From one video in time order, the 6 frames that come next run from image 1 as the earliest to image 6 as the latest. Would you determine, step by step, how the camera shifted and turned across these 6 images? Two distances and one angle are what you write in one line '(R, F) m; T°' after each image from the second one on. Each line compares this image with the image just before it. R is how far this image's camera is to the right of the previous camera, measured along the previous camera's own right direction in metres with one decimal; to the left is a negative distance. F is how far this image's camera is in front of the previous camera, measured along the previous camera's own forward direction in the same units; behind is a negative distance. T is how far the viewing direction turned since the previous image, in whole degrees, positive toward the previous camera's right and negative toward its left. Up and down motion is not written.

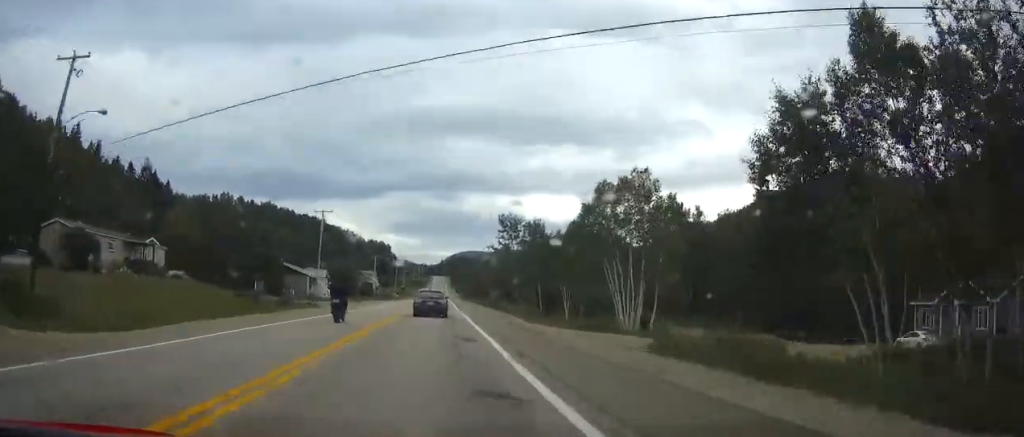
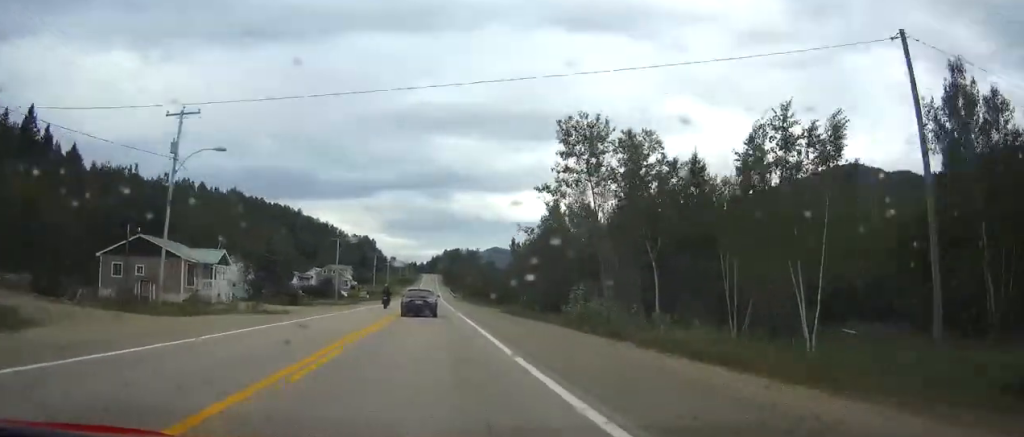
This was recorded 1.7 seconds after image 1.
(-0.1, +48.1) m; 0°
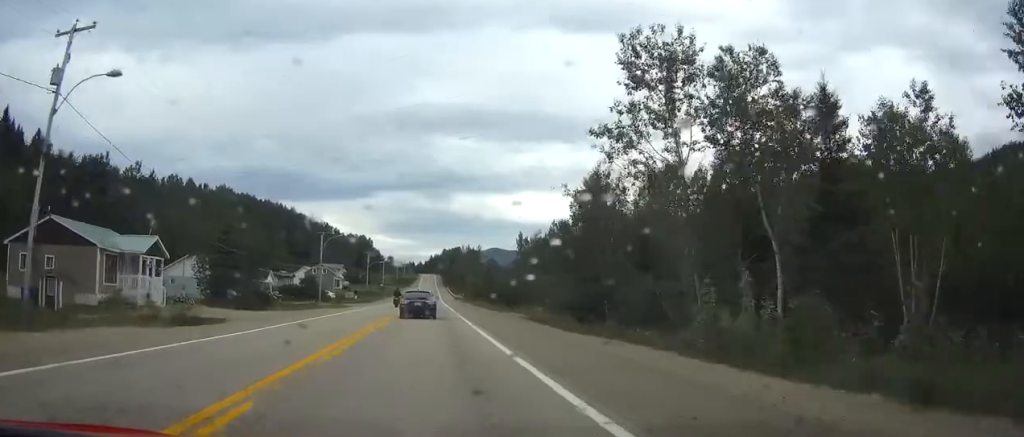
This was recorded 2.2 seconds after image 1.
(-0.1, +14.5) m; 0°
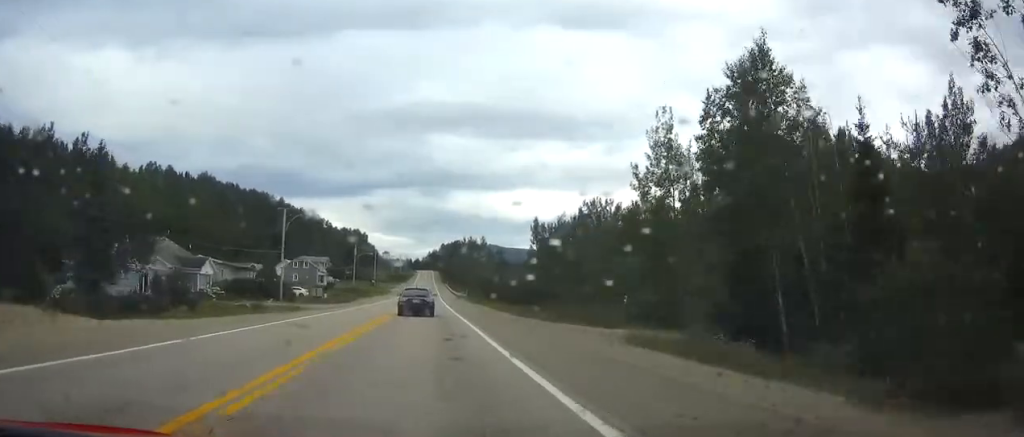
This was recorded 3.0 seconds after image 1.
(0.0, +23.2) m; 0°
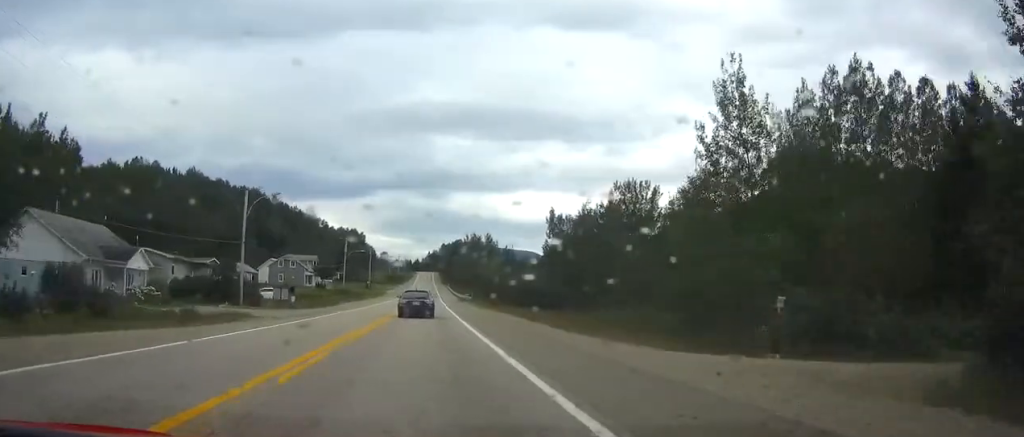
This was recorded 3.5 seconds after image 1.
(0.0, +15.5) m; 0°
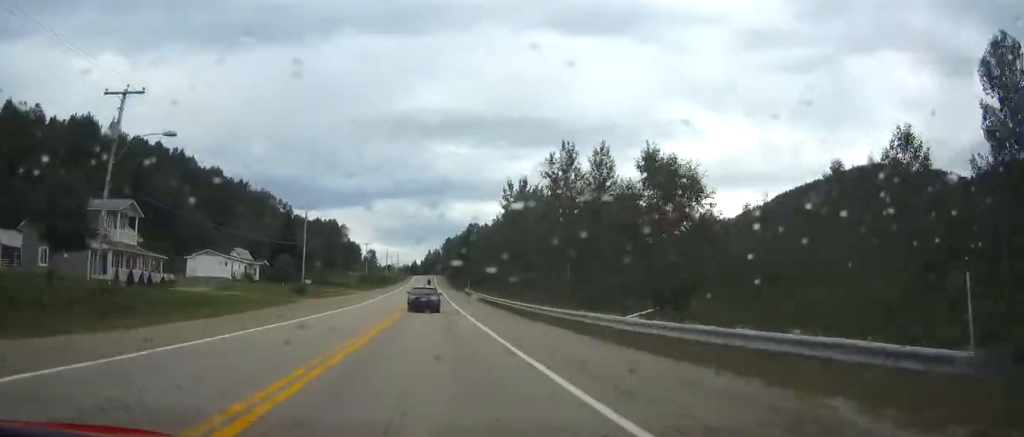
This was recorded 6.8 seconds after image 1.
(-0.5, +93.7) m; 0°
